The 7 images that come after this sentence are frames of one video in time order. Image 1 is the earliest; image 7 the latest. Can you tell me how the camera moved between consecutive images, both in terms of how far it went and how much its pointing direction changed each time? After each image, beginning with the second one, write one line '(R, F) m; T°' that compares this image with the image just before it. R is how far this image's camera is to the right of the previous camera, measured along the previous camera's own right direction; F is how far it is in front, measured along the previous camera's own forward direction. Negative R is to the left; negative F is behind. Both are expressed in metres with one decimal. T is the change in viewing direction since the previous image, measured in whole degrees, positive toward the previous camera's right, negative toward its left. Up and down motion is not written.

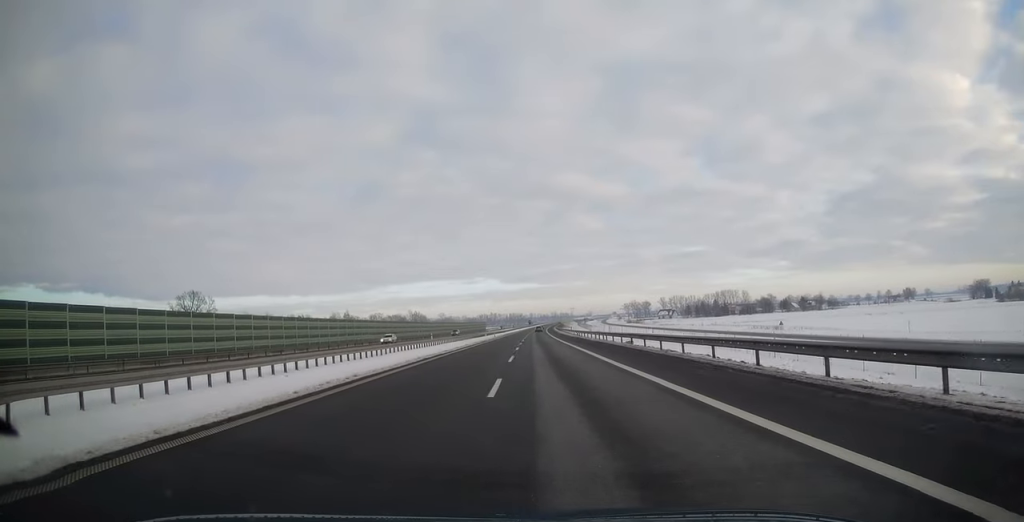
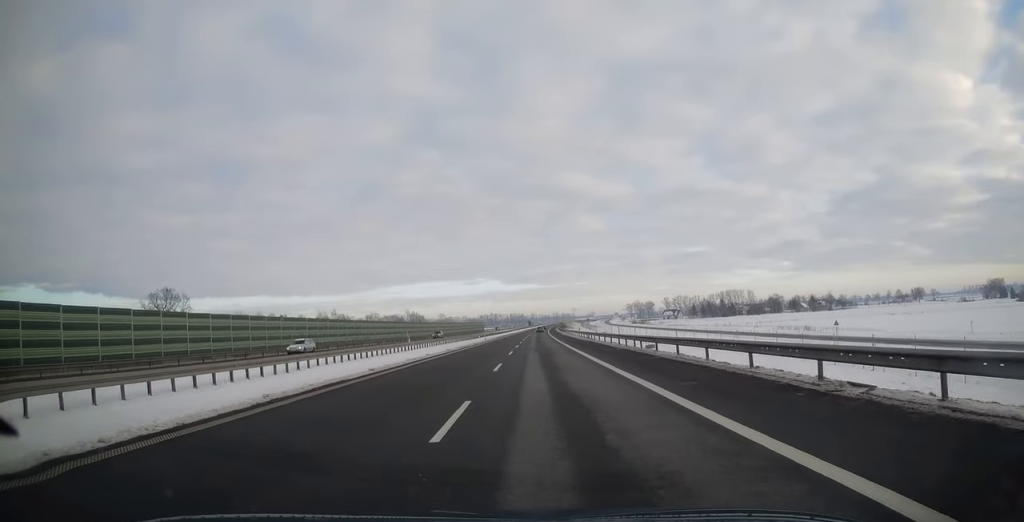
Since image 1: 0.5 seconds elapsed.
(0.0, +16.3) m; 0°
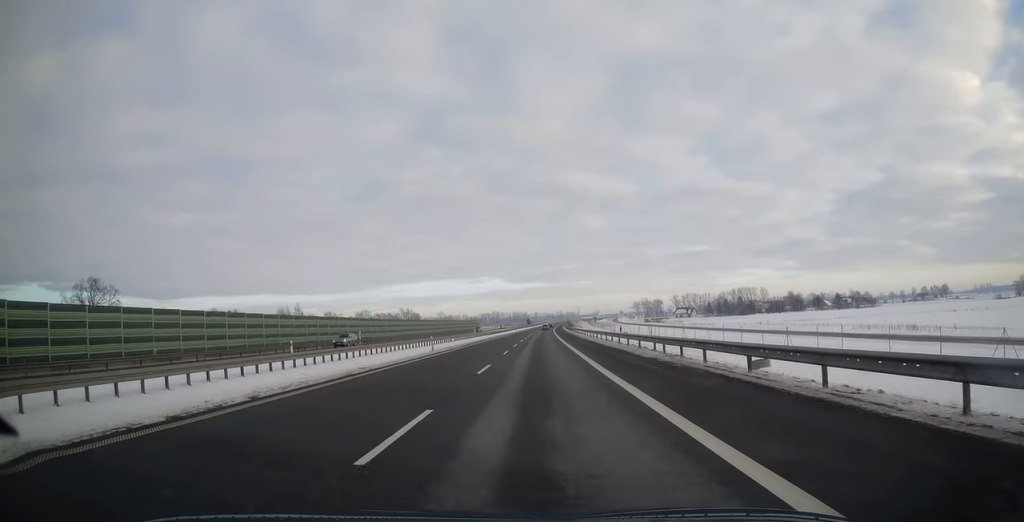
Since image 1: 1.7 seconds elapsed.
(-0.1, +37.0) m; 0°
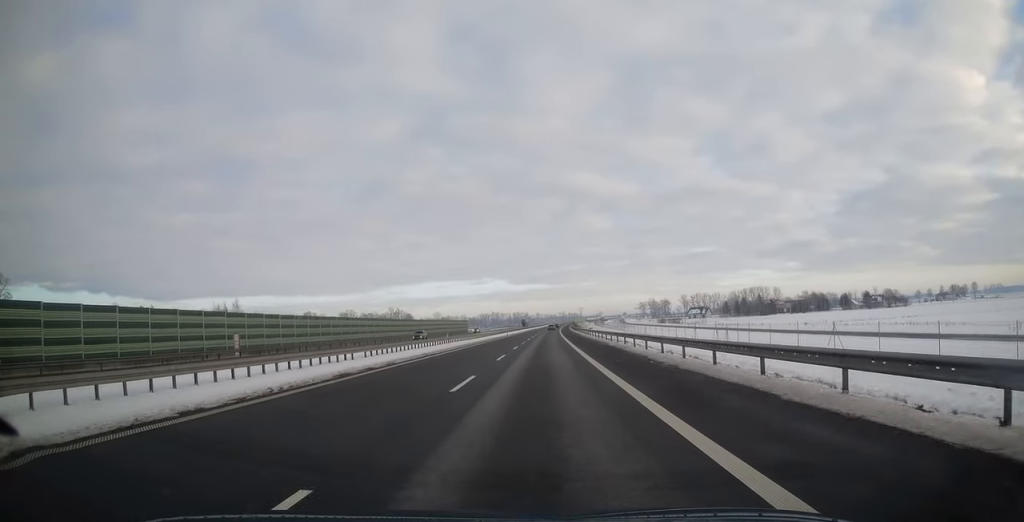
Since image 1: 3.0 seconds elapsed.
(0.0, +40.7) m; 0°
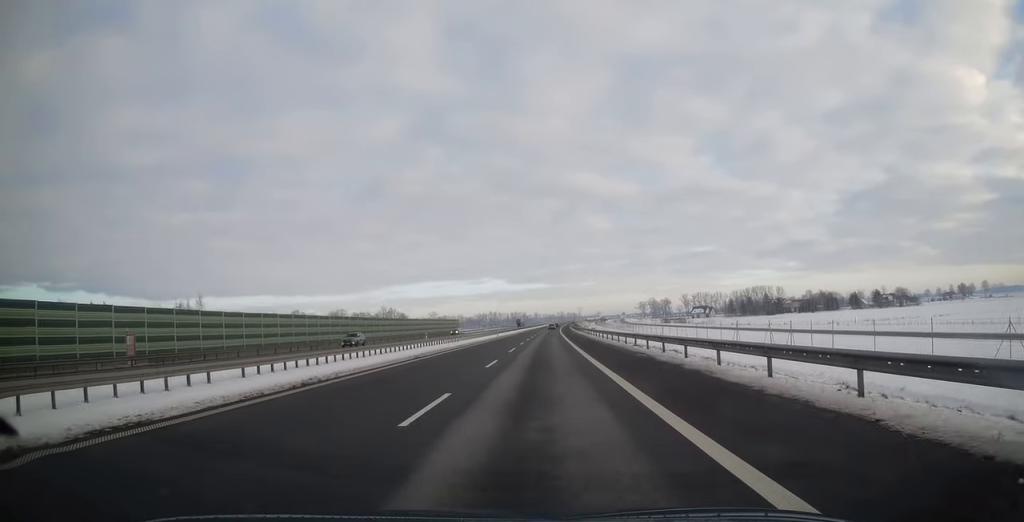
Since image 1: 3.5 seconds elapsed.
(0.0, +16.4) m; 0°
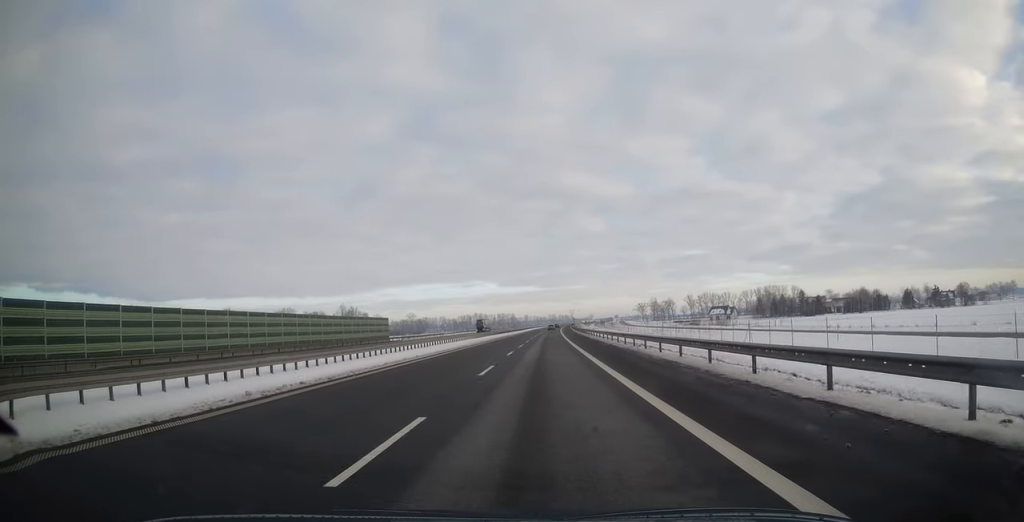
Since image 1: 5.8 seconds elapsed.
(+0.1, +74.6) m; 0°
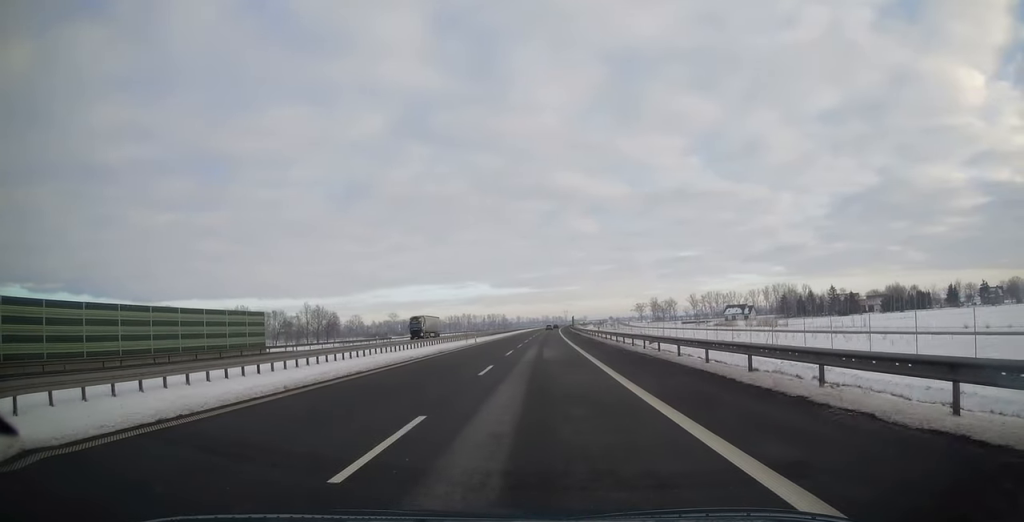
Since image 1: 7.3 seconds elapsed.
(+0.5, +47.6) m; +1°
